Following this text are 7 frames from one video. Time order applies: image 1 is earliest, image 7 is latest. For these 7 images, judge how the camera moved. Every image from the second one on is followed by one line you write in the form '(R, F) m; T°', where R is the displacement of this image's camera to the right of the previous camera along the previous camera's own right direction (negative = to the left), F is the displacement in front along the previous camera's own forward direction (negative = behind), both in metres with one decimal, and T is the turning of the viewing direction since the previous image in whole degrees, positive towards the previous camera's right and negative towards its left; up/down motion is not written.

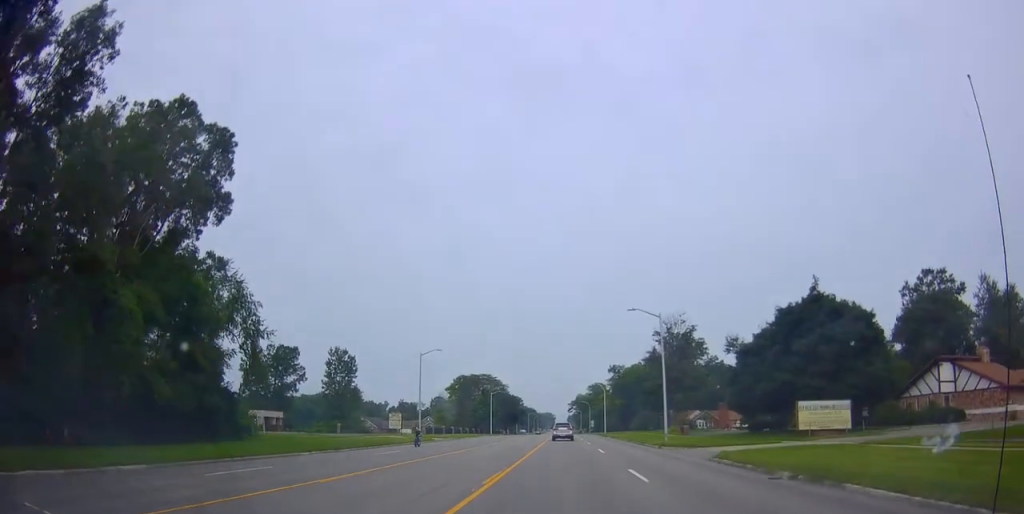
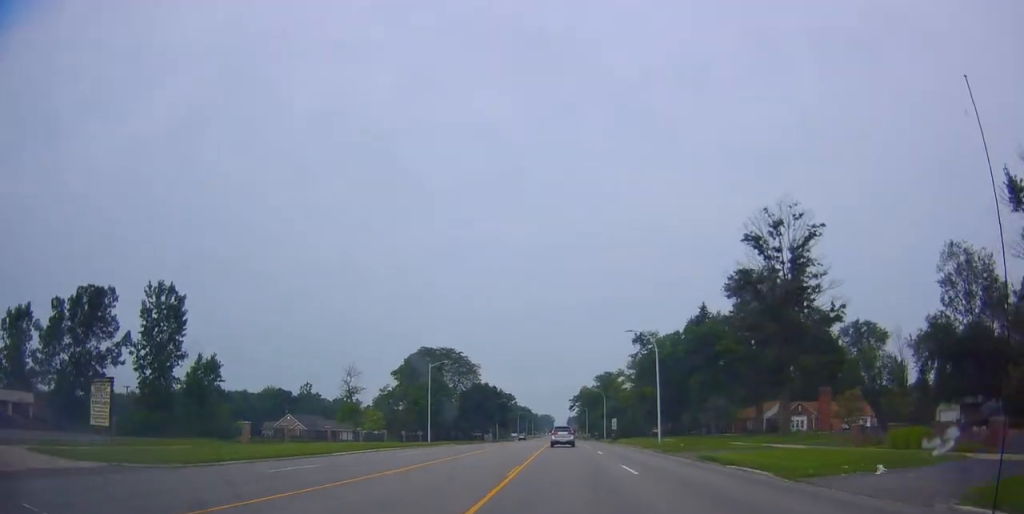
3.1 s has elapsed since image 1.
(+0.5, +58.6) m; +2°
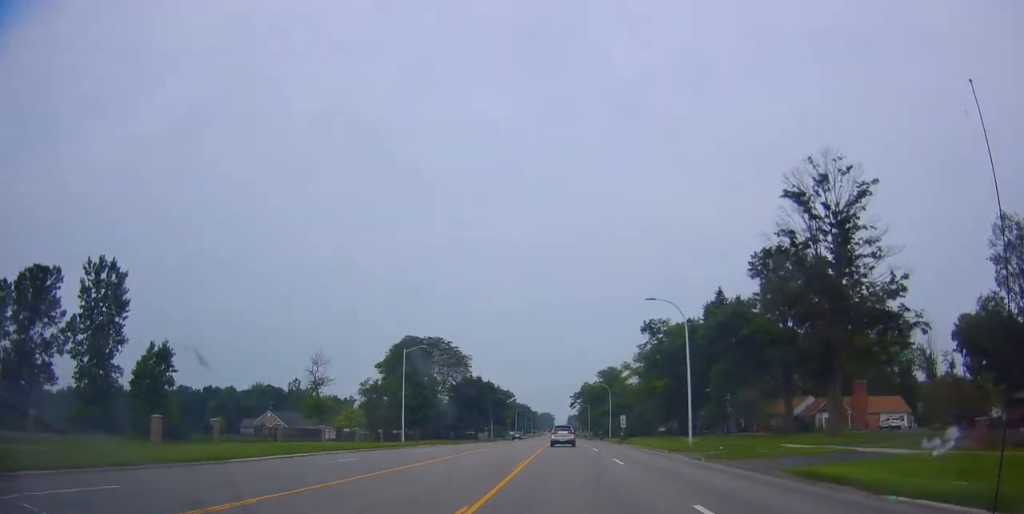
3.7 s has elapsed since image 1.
(0.0, +11.5) m; 0°
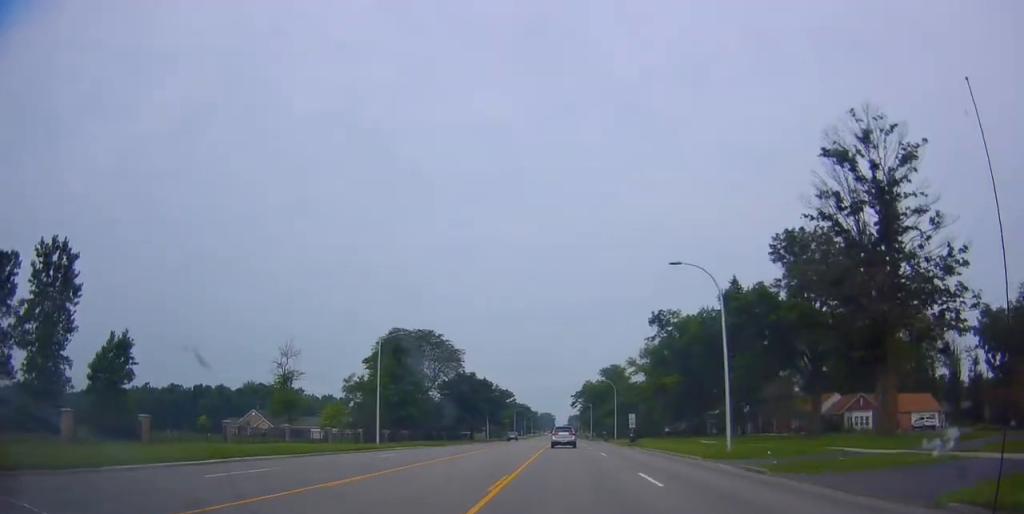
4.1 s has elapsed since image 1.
(0.0, +8.3) m; 0°
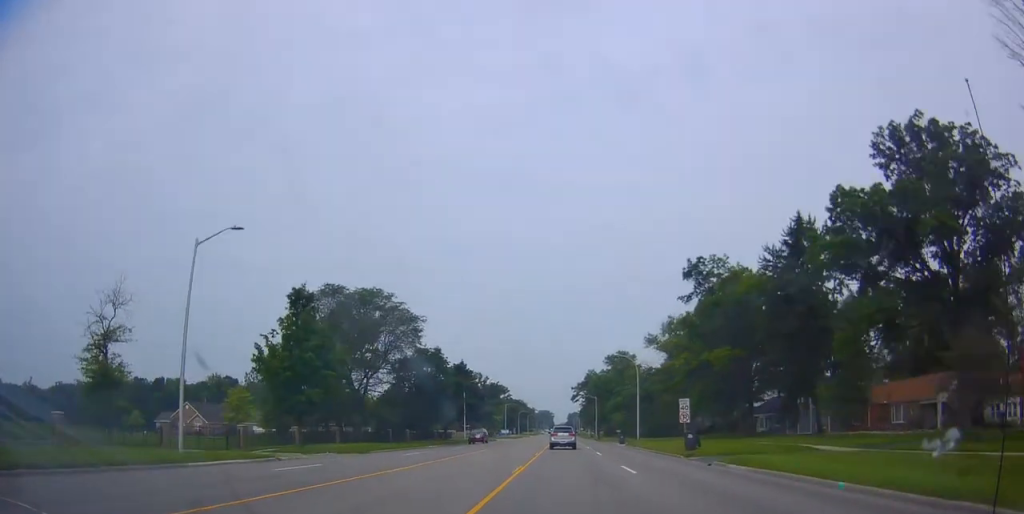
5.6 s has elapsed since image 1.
(0.0, +27.8) m; 0°
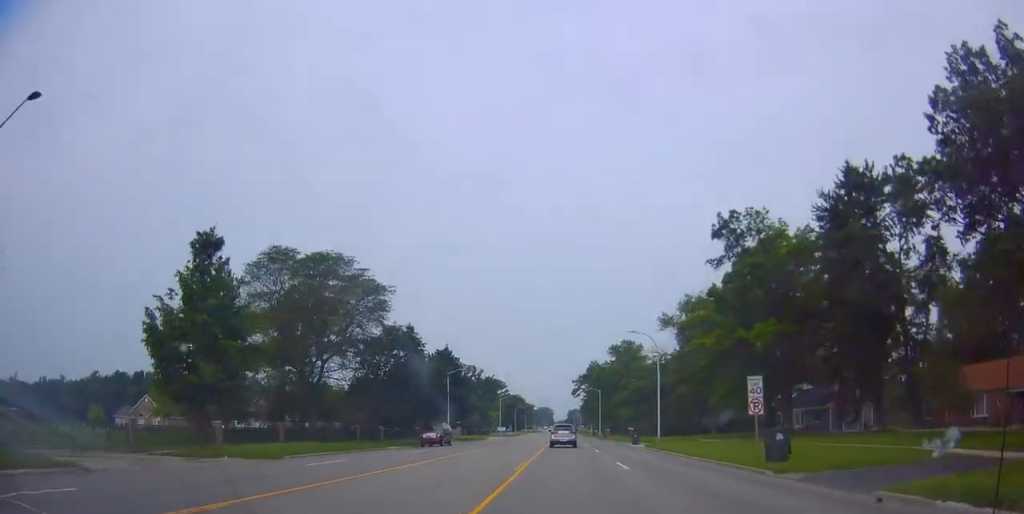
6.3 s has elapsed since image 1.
(0.0, +13.6) m; 0°
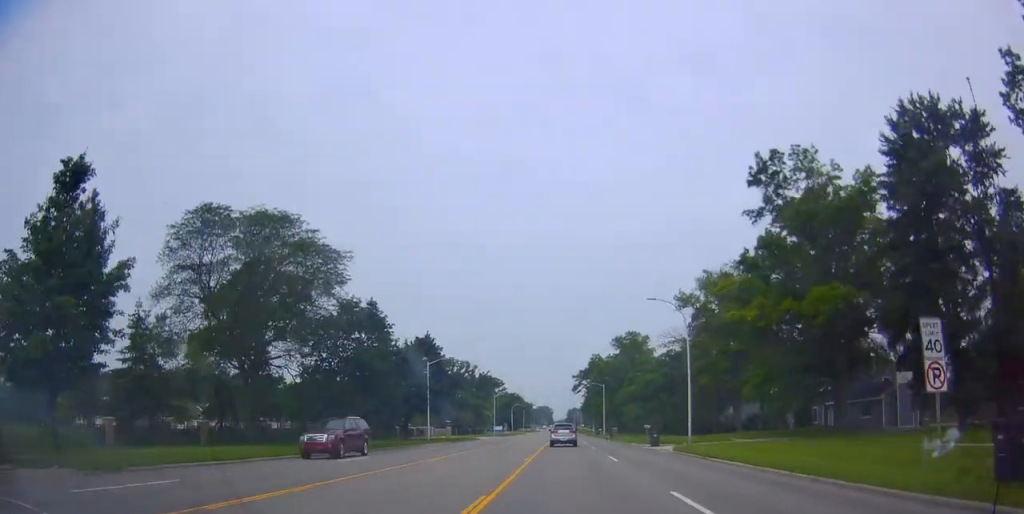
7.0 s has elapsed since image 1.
(0.0, +12.2) m; 0°
